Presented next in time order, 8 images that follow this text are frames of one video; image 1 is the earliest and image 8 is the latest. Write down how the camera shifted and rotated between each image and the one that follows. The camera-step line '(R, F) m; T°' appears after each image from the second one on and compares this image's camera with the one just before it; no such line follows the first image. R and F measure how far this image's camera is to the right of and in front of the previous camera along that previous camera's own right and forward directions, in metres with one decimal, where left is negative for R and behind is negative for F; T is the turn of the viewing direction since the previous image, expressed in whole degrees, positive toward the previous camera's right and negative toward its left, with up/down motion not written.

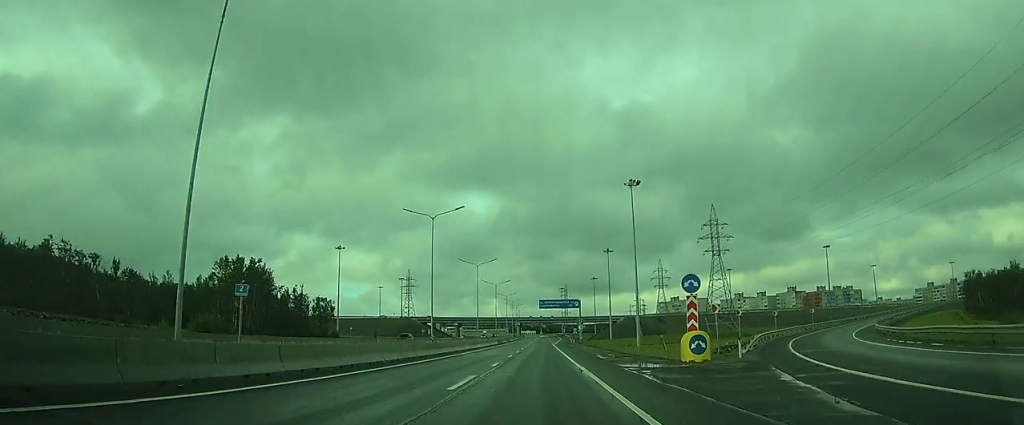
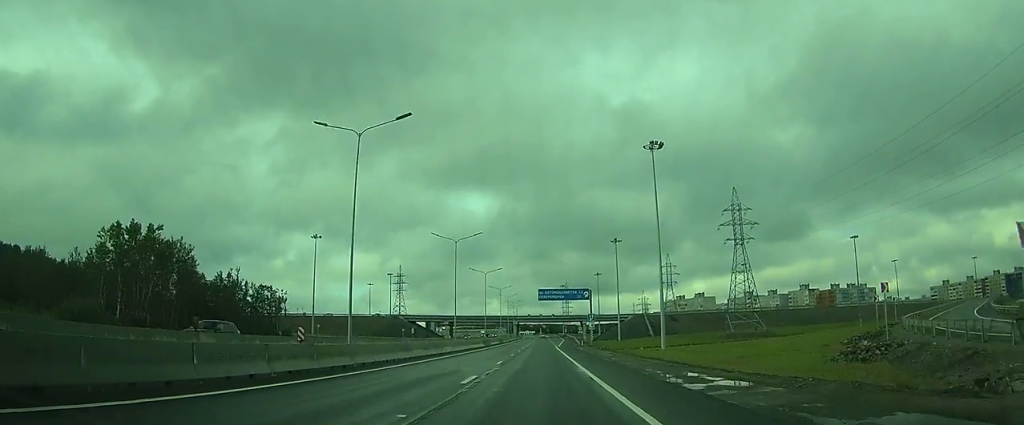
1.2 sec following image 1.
(+0.6, +23.2) m; +1°
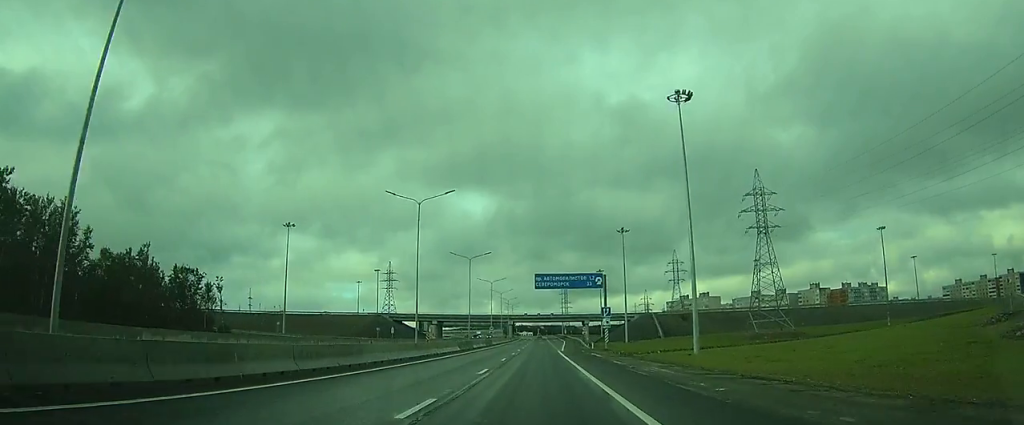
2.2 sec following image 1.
(-0.3, +20.3) m; -1°
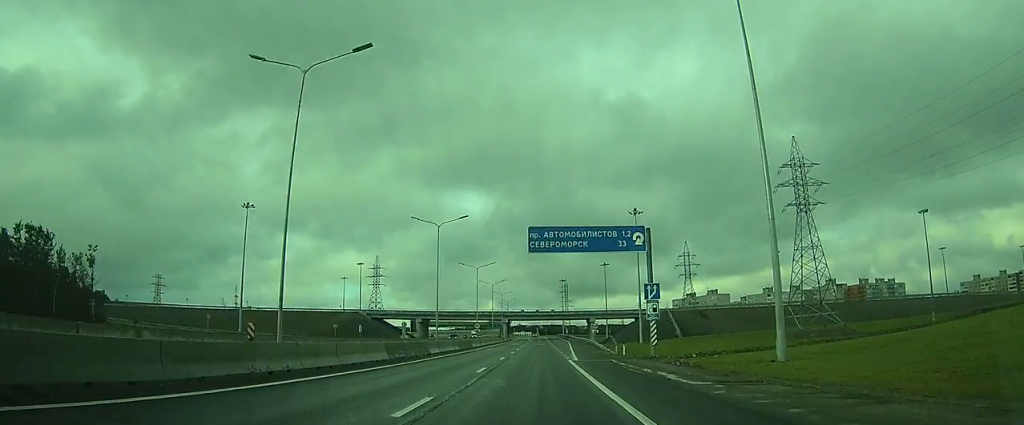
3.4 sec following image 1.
(-0.1, +25.3) m; +1°
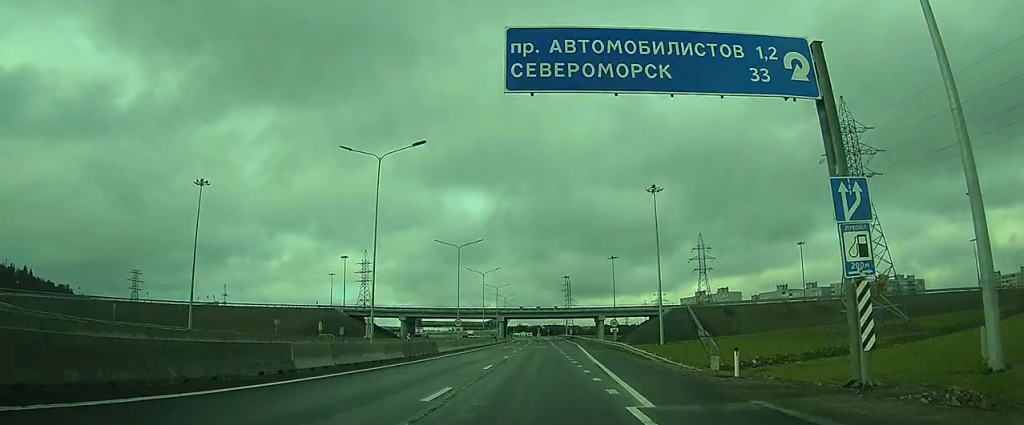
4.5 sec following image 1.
(+0.3, +22.8) m; +1°
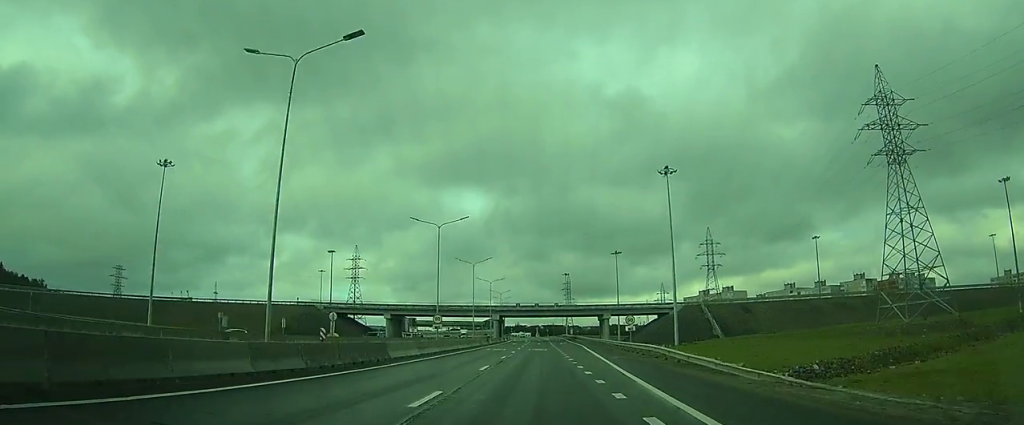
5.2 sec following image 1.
(-0.1, +13.9) m; 0°
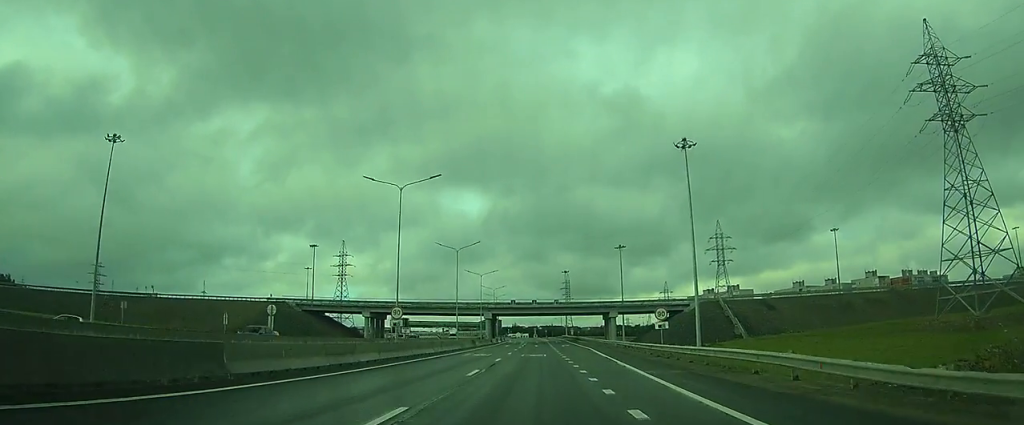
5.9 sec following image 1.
(0.0, +15.9) m; 0°
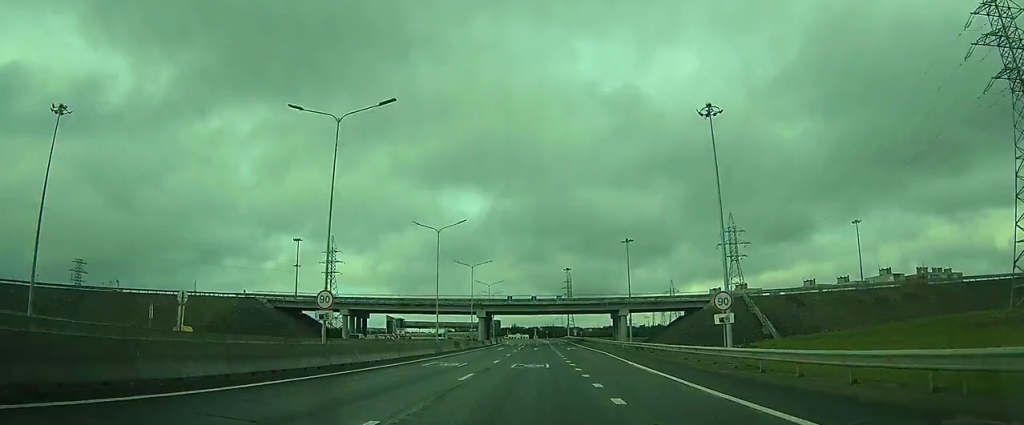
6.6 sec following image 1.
(0.0, +14.5) m; 0°
